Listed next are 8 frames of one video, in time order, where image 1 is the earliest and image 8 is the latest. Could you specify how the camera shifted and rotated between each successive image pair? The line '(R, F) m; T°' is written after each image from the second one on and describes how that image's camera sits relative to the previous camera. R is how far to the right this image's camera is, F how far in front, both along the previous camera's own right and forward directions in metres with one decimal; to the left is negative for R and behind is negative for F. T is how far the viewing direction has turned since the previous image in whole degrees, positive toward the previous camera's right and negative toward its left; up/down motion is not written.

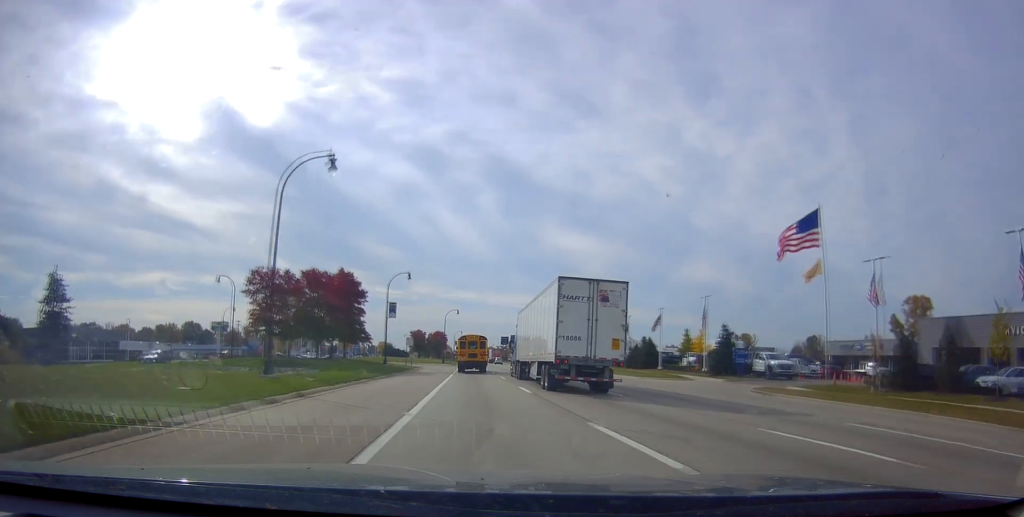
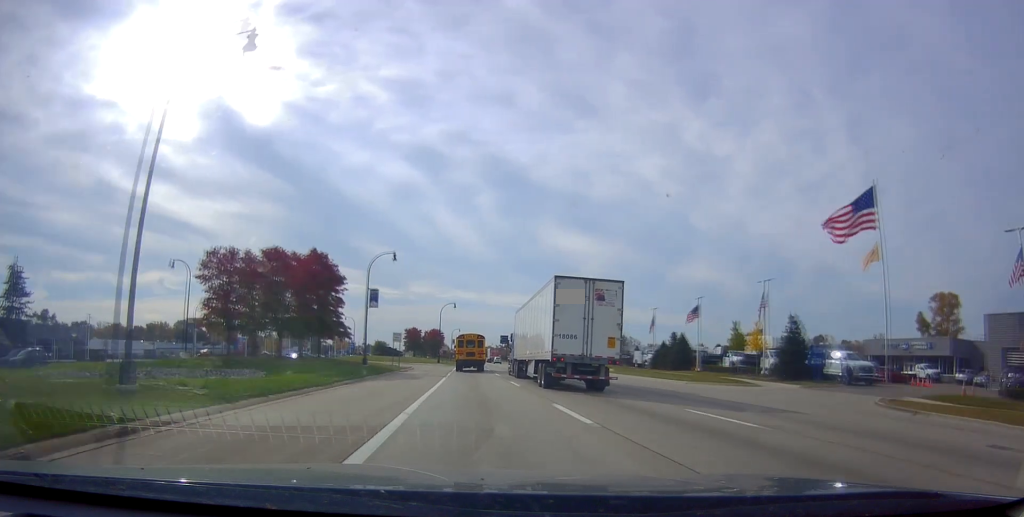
(-0.3, +10.7) m; 0°
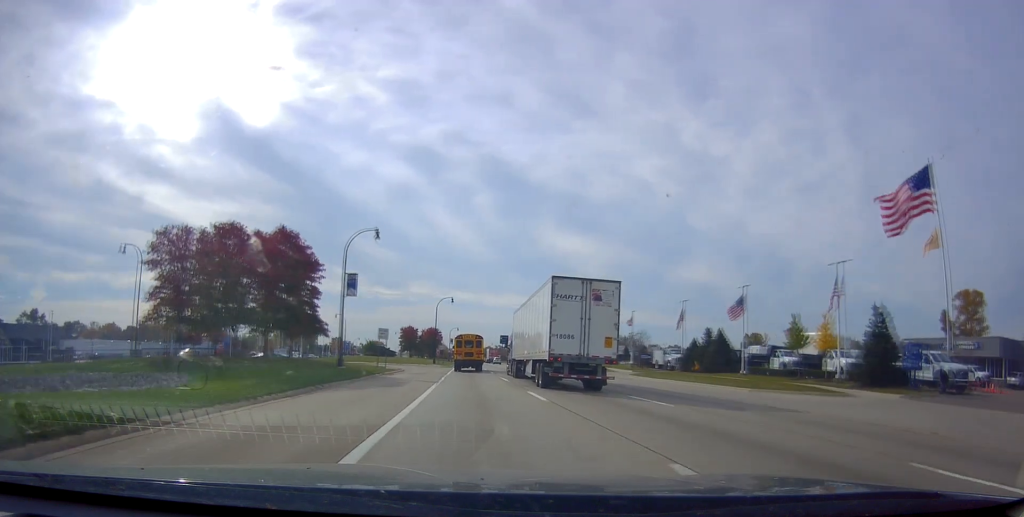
(+0.3, +8.9) m; +1°
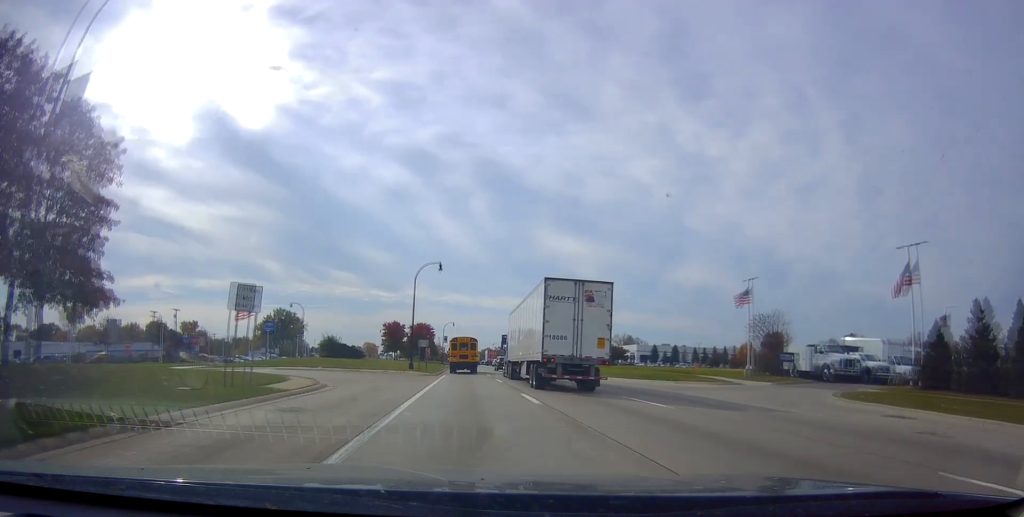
(+0.6, +30.8) m; +1°
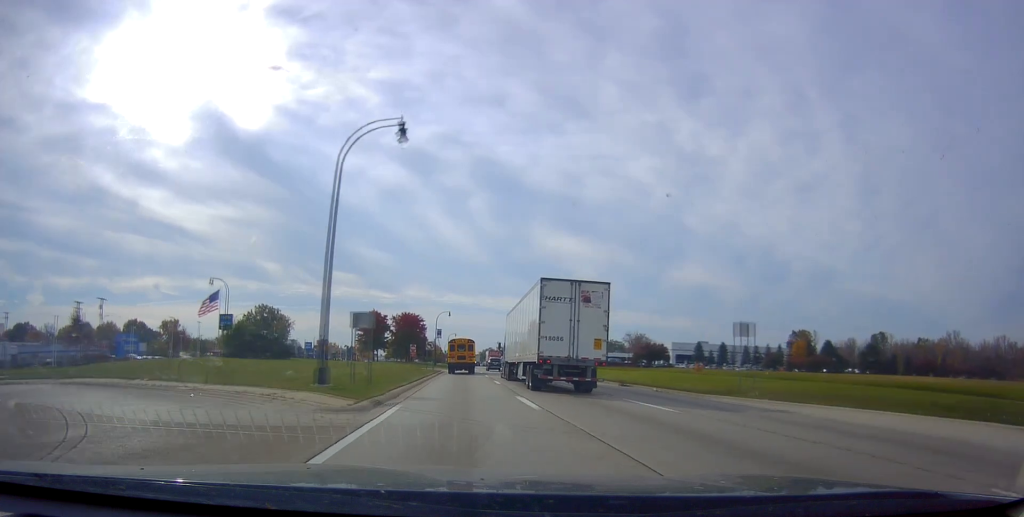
(-0.5, +31.2) m; -1°
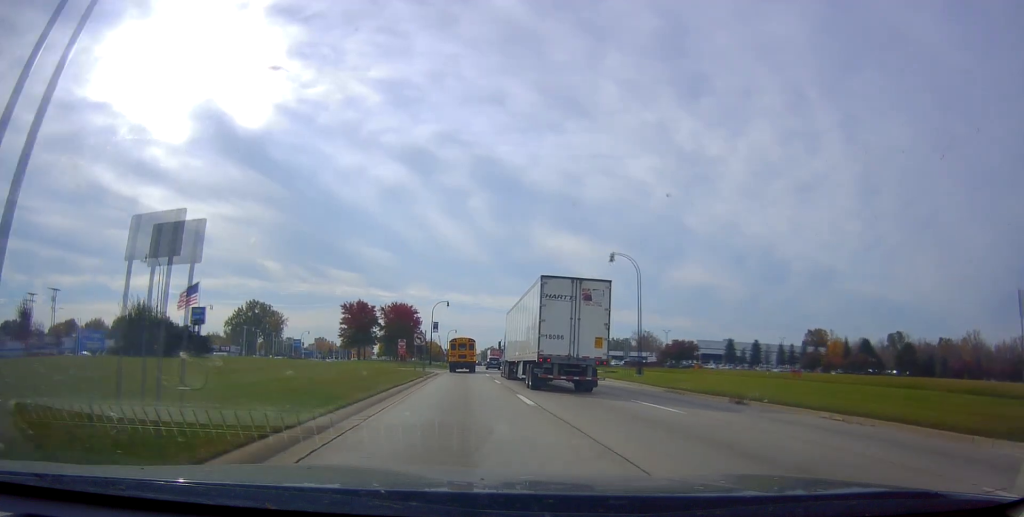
(+0.1, +15.6) m; +1°
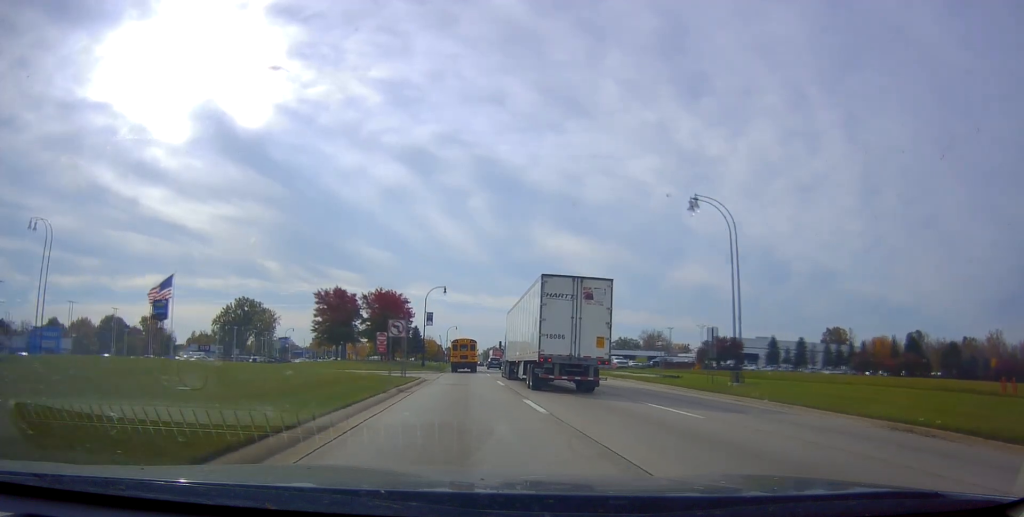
(+0.2, +16.9) m; 0°
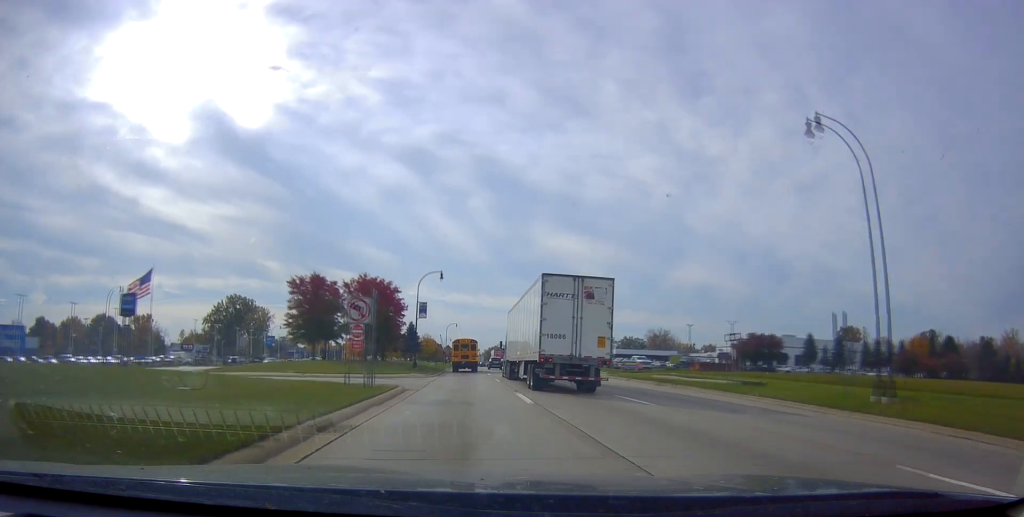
(0.0, +11.7) m; 0°
